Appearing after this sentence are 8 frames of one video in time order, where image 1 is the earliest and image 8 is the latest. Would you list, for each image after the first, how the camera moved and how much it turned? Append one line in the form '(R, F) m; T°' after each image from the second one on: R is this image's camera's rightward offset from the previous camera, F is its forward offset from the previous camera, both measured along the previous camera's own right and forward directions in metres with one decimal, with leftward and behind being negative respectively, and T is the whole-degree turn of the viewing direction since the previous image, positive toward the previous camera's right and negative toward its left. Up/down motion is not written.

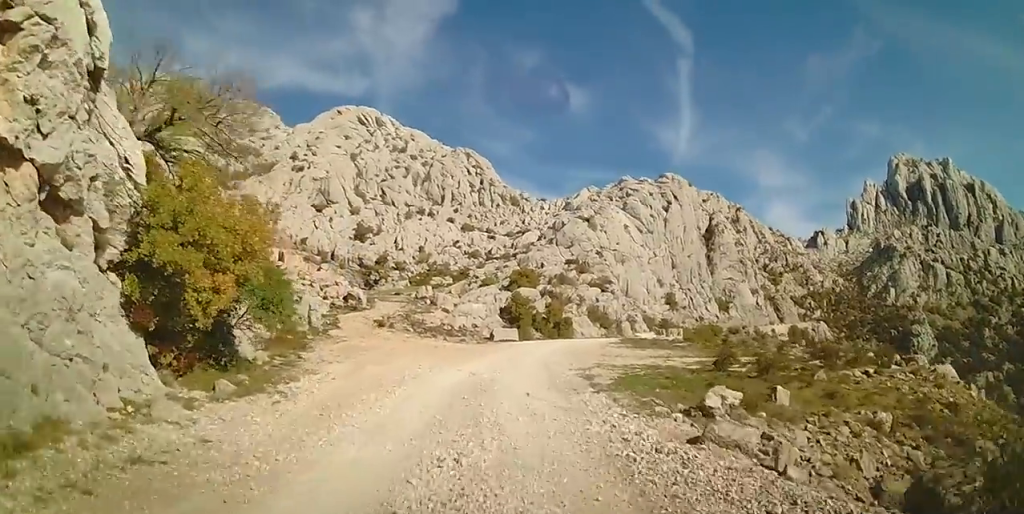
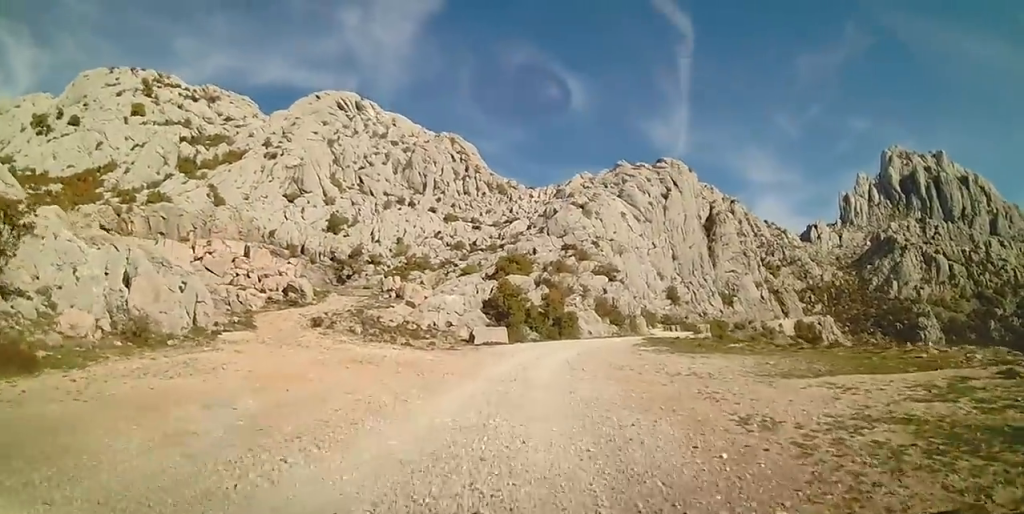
(-0.1, +16.3) m; +2°
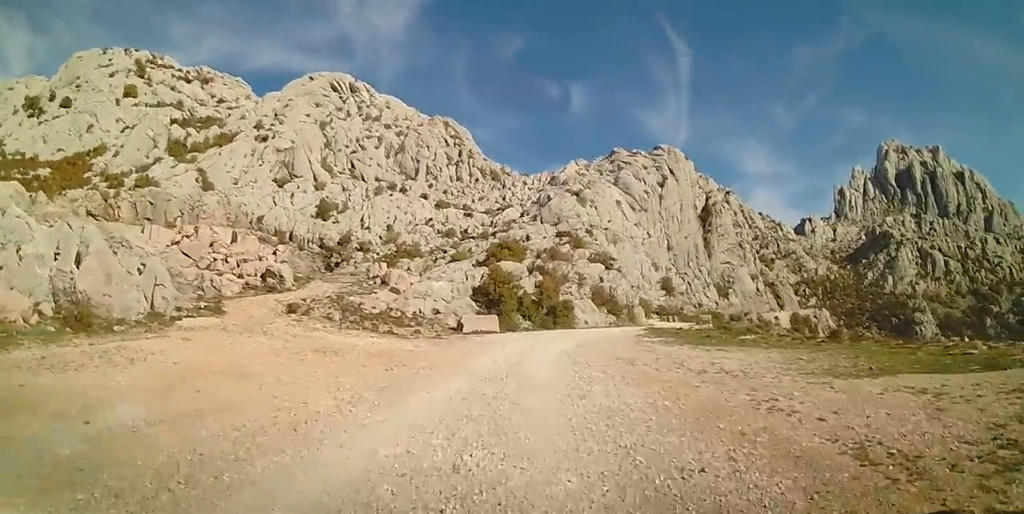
(+0.1, +3.3) m; +1°
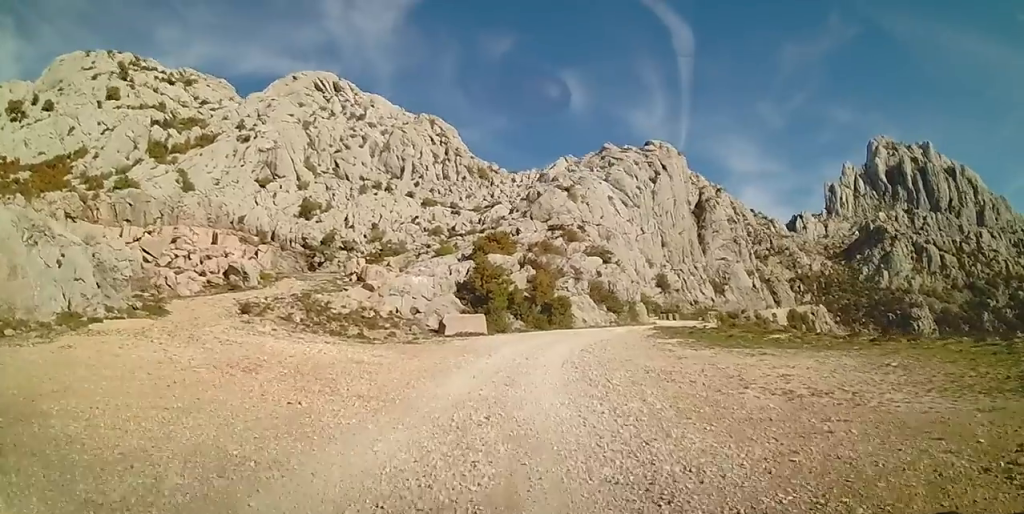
(+0.1, +5.4) m; +2°
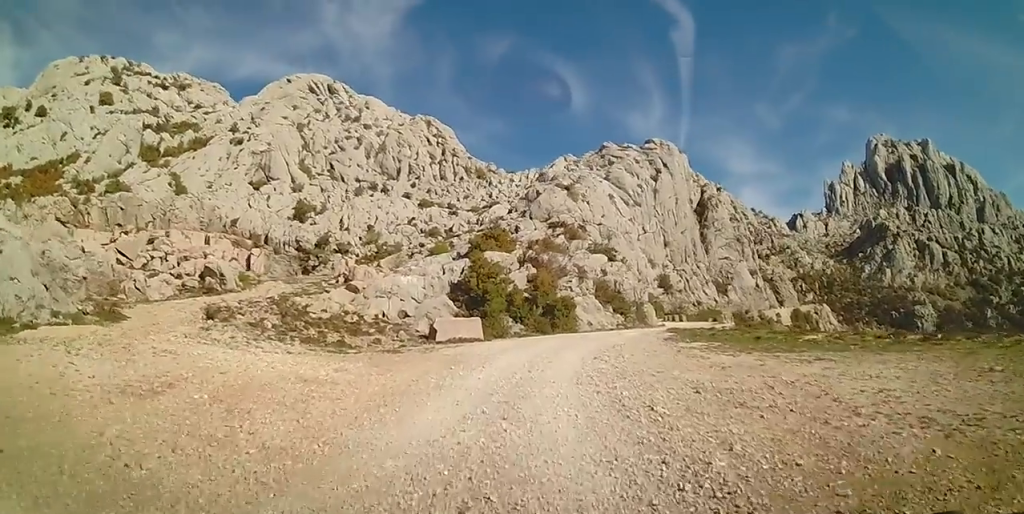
(0.0, +3.8) m; +1°
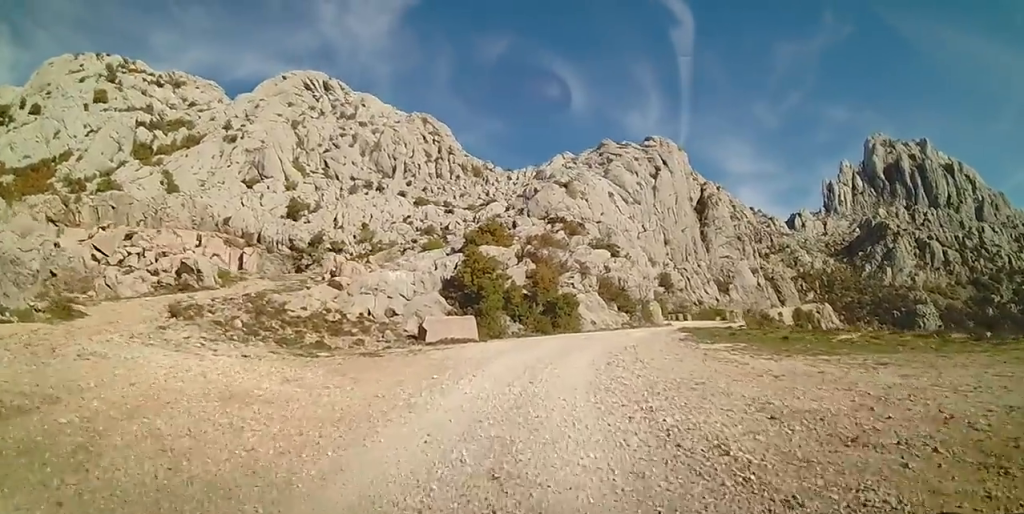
(0.0, +3.0) m; +1°
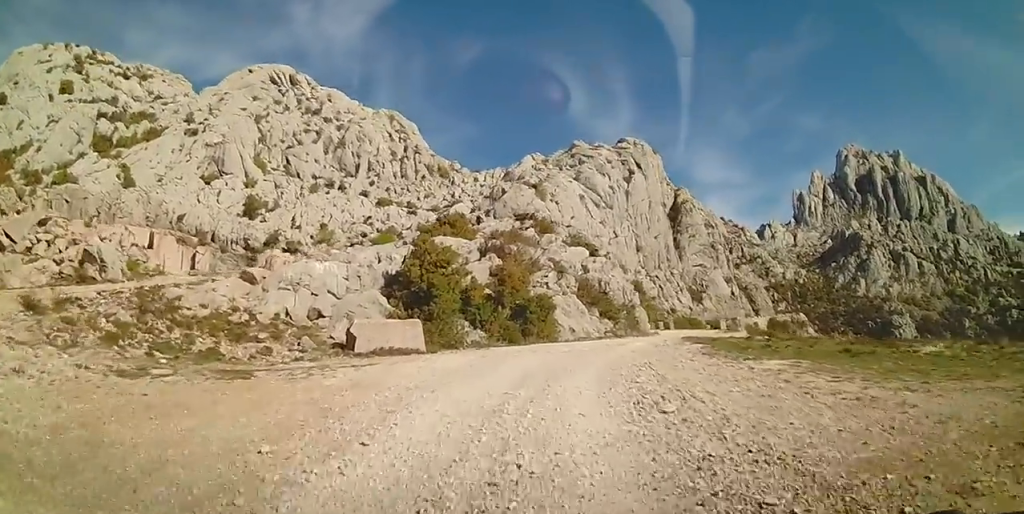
(+0.2, +7.2) m; +3°
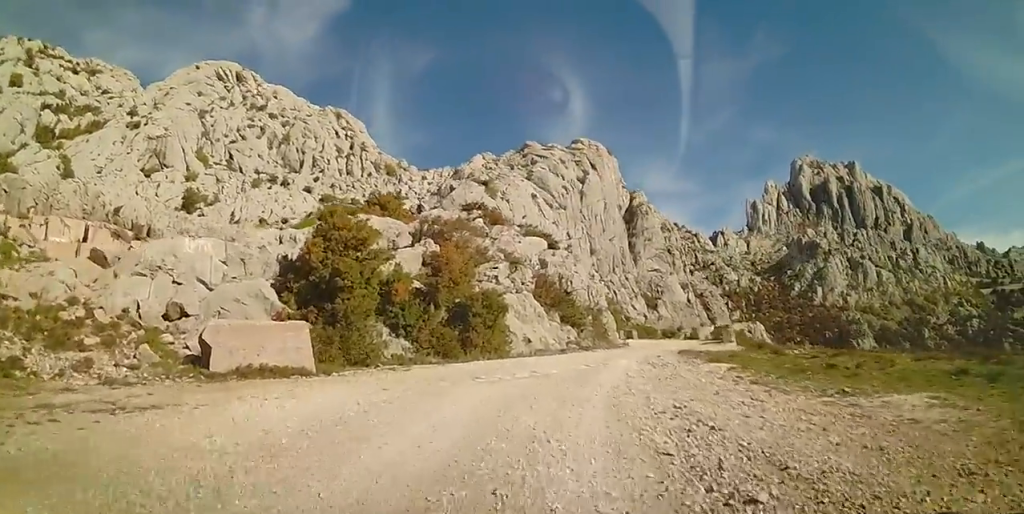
(+0.2, +7.4) m; +5°
